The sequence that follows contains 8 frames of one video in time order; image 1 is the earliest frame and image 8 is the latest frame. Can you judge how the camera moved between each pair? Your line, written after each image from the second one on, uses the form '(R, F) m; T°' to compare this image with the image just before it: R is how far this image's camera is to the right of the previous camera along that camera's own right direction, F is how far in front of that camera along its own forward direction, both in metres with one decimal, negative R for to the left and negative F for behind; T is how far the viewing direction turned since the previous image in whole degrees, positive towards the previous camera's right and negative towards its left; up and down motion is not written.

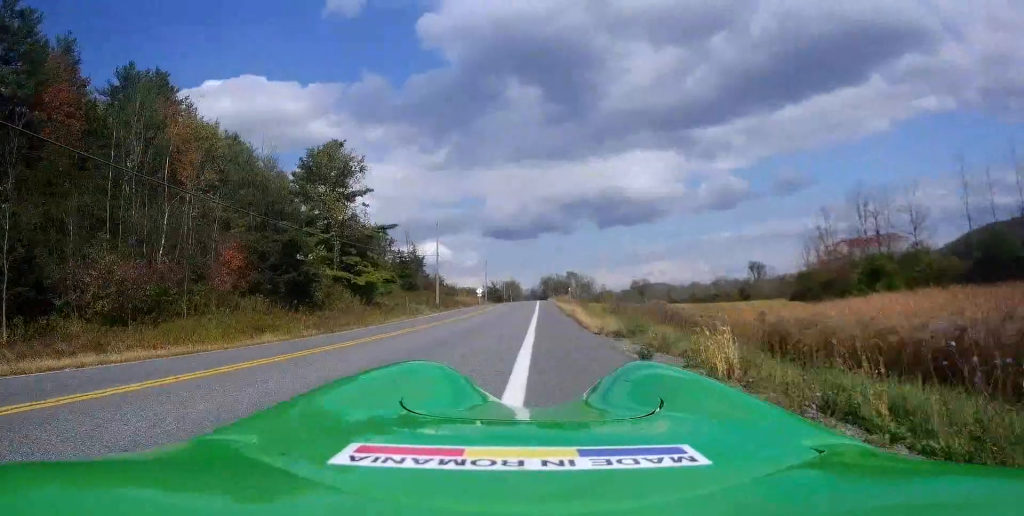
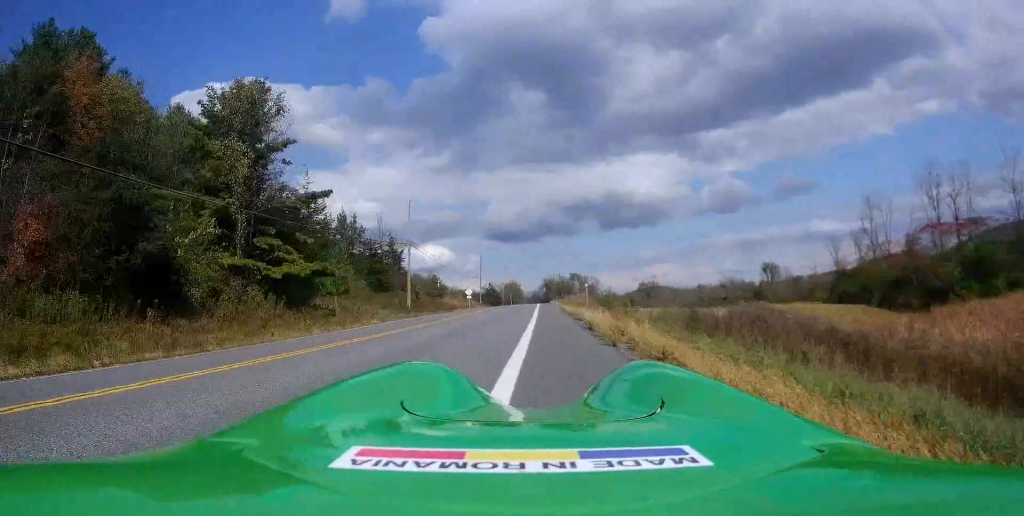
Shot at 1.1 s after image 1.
(-0.4, +15.6) m; +1°
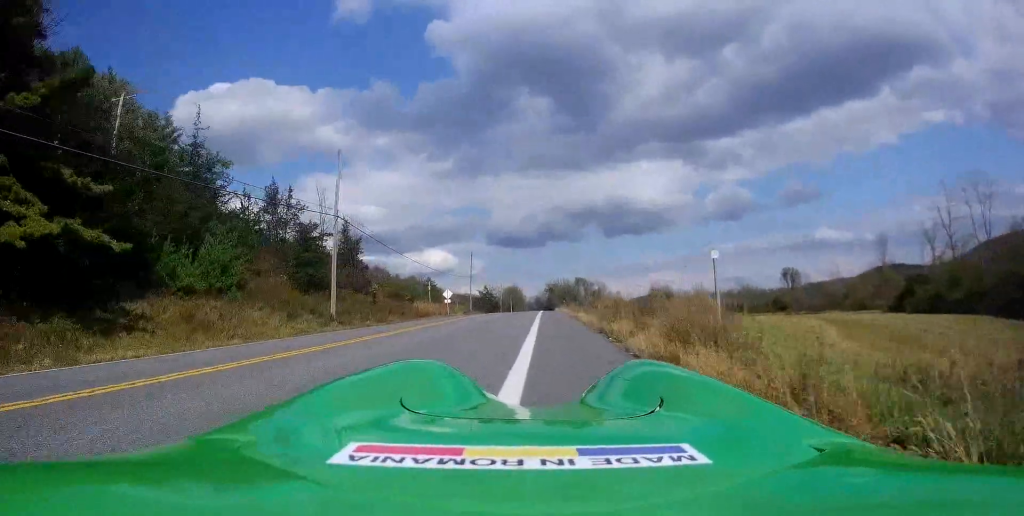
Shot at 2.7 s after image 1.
(+0.9, +21.0) m; 0°
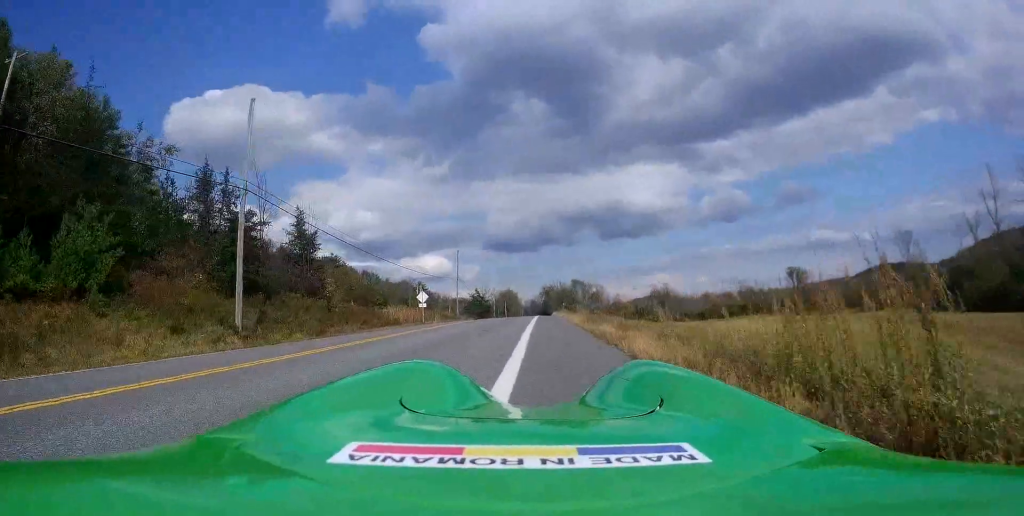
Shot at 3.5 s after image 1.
(-0.4, +11.1) m; +1°
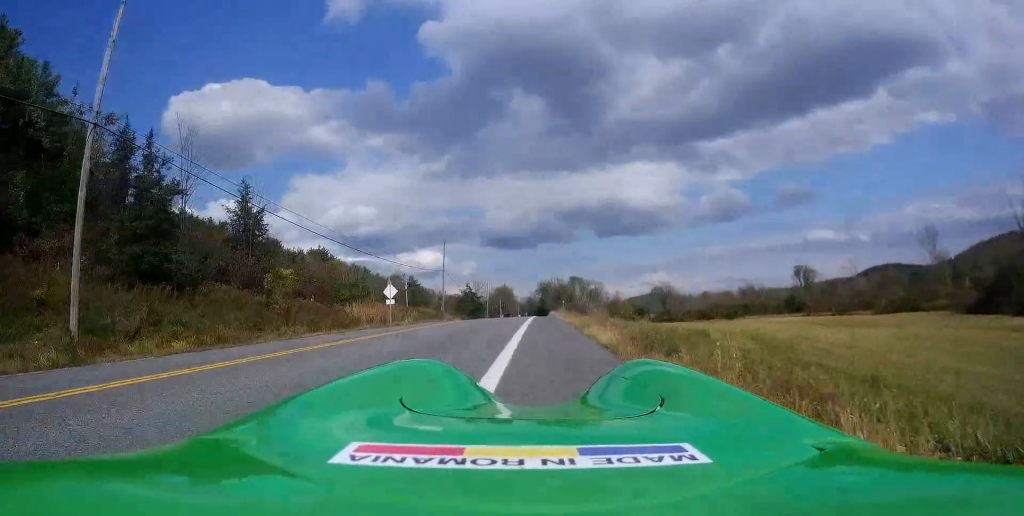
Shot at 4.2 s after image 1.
(+0.2, +9.8) m; 0°
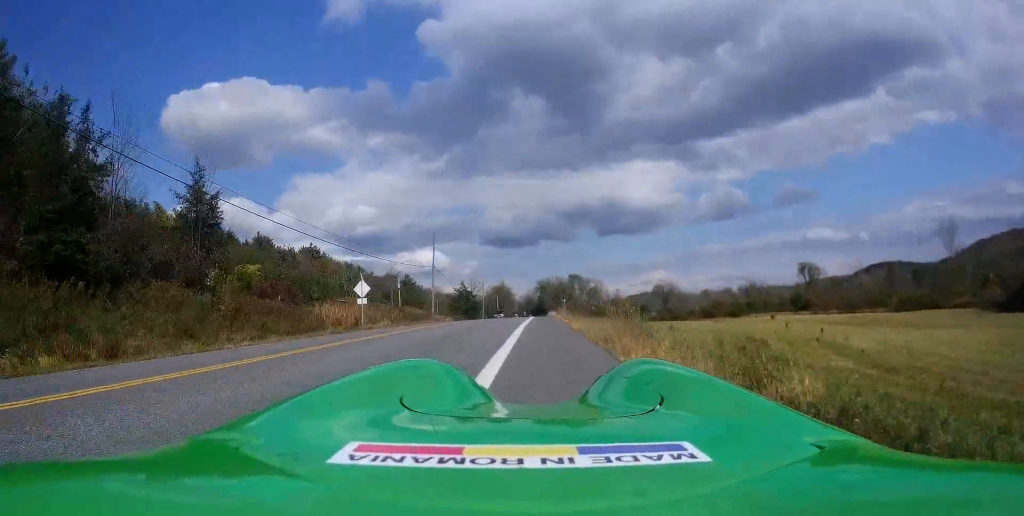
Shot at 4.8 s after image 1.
(+0.5, +6.5) m; 0°
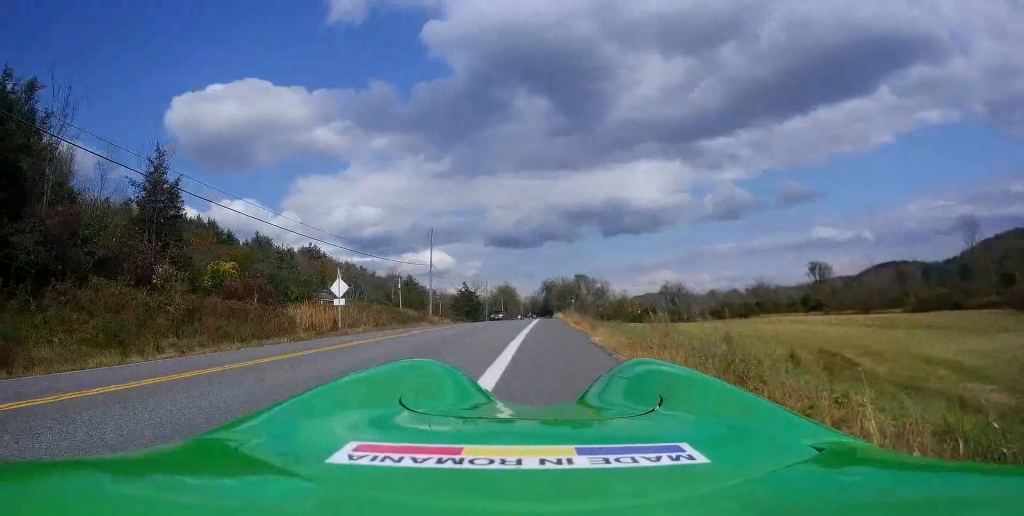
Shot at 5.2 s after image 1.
(-0.3, +5.2) m; -1°
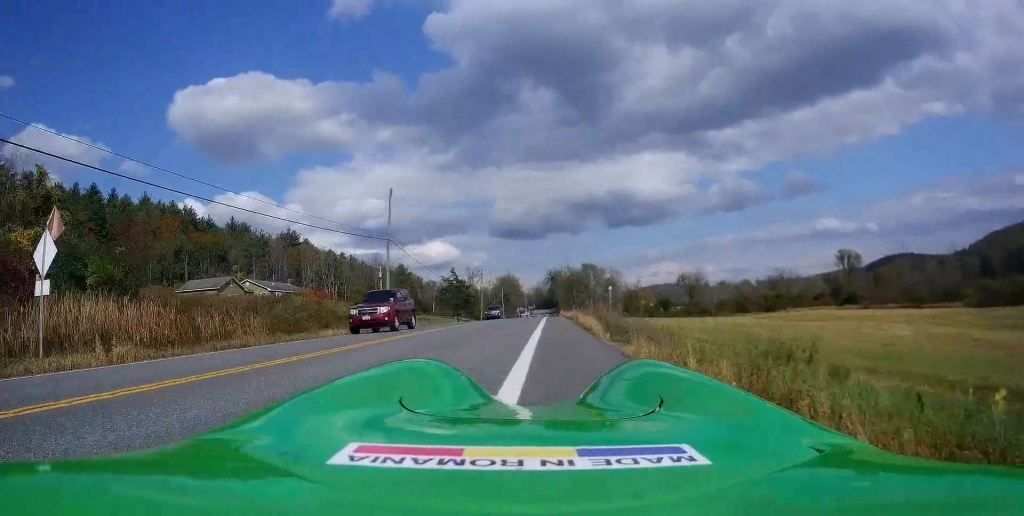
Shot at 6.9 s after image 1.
(-0.5, +21.0) m; 0°
